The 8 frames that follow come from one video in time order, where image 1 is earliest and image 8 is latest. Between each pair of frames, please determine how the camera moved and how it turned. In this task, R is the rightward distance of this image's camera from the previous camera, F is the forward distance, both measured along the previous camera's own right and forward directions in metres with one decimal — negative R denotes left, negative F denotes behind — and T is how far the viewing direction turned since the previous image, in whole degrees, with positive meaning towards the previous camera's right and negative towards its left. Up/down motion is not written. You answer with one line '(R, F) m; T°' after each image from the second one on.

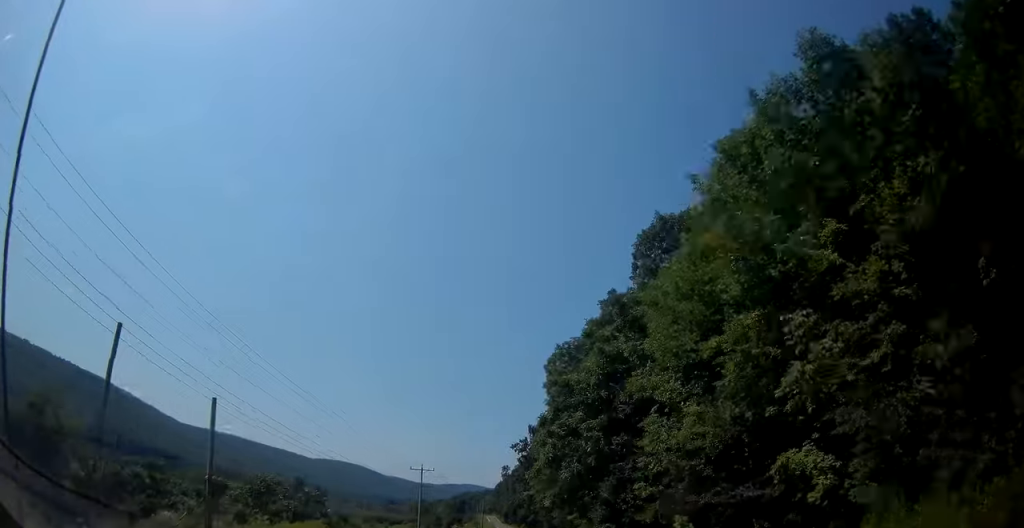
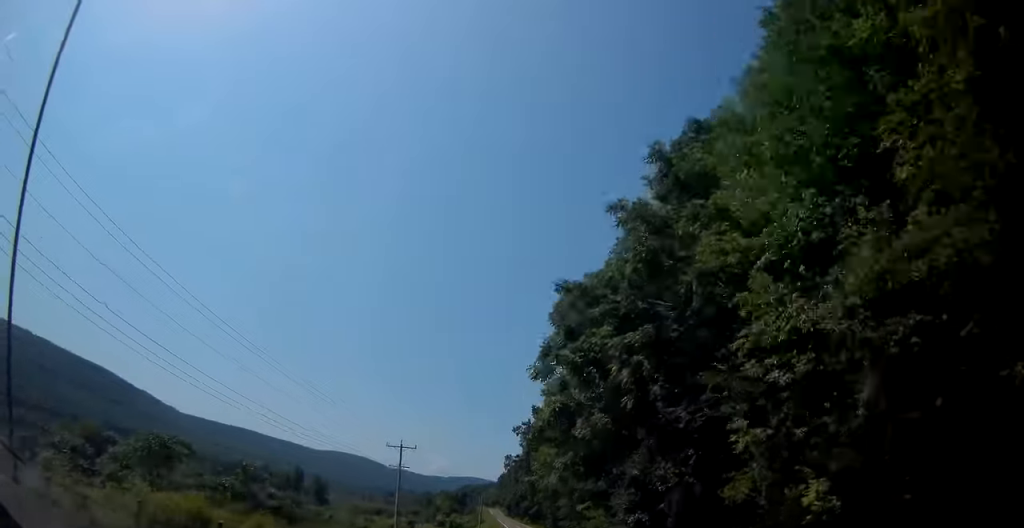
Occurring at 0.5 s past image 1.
(-0.1, +12.7) m; 0°
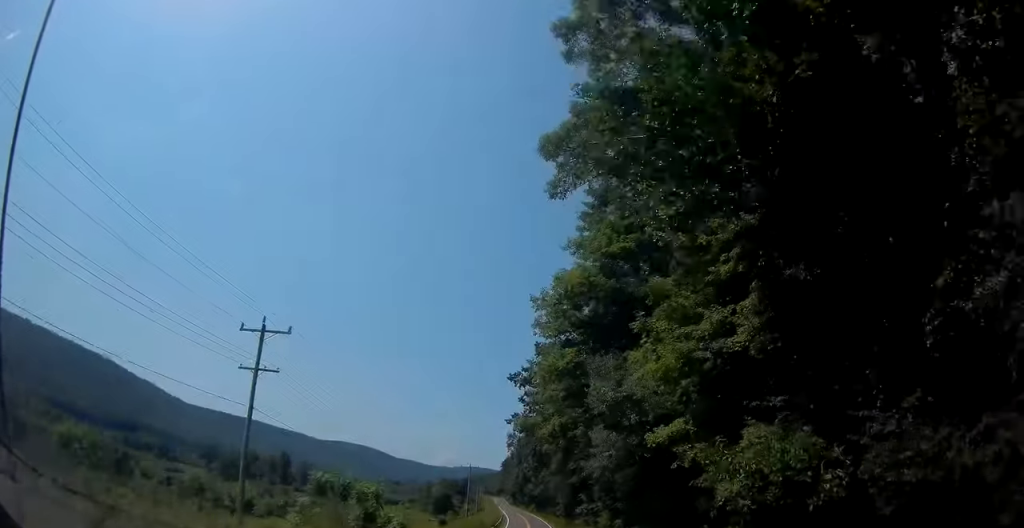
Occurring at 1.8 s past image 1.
(+0.1, +32.4) m; 0°
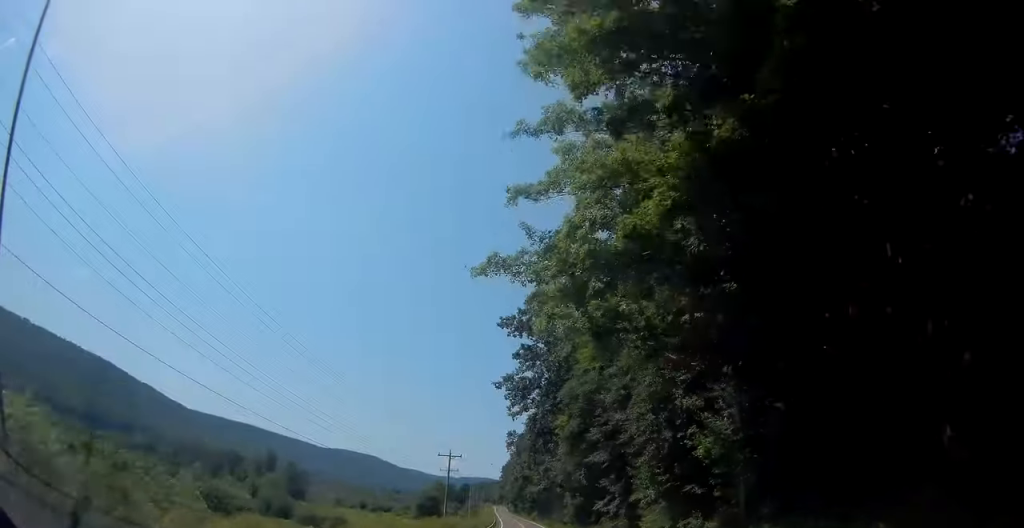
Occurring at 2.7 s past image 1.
(-0.1, +24.8) m; -1°
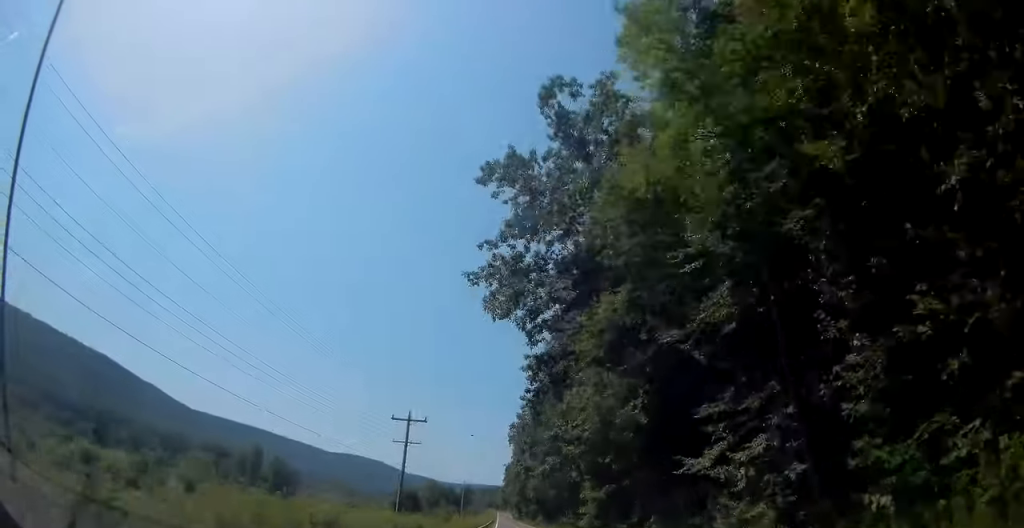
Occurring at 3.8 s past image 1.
(-0.3, +26.5) m; 0°
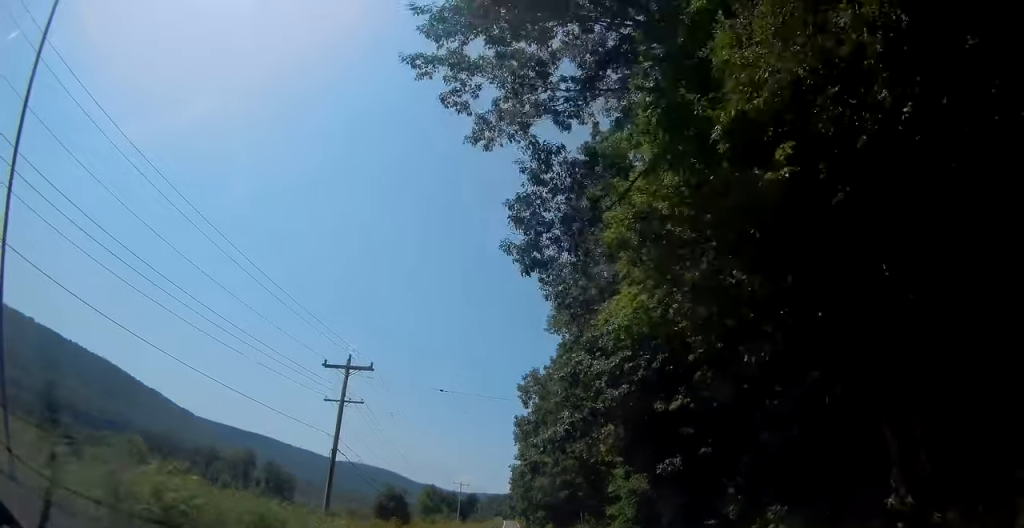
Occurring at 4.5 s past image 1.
(+0.1, +18.0) m; -1°
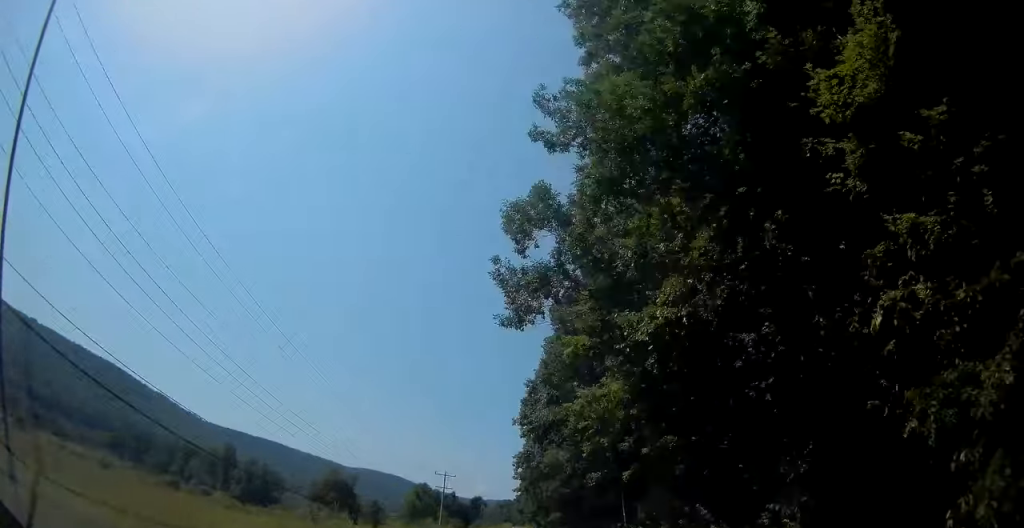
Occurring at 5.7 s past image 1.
(-0.4, +30.8) m; -2°
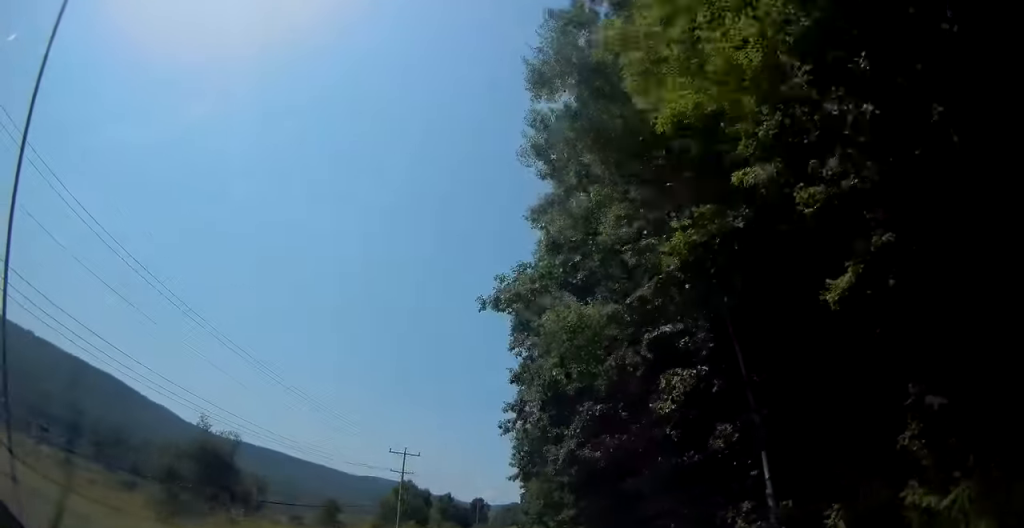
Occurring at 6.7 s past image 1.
(-0.3, +27.5) m; -1°
